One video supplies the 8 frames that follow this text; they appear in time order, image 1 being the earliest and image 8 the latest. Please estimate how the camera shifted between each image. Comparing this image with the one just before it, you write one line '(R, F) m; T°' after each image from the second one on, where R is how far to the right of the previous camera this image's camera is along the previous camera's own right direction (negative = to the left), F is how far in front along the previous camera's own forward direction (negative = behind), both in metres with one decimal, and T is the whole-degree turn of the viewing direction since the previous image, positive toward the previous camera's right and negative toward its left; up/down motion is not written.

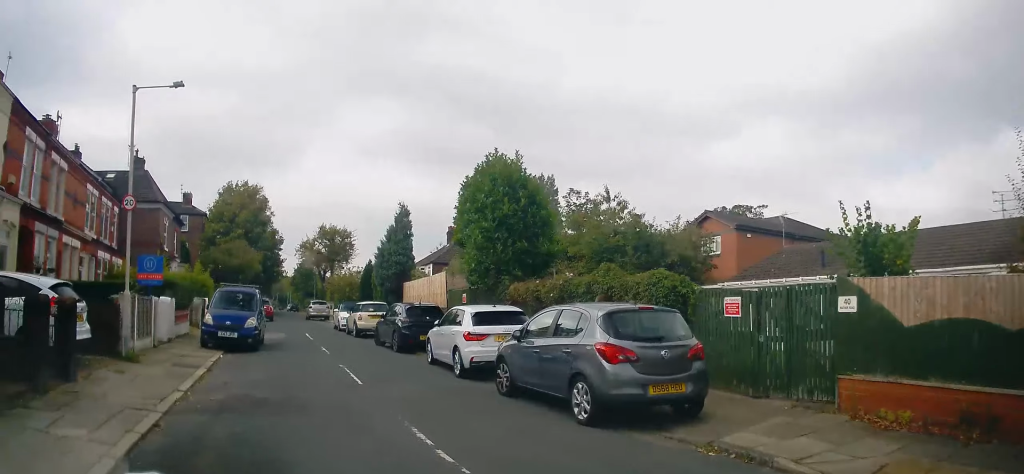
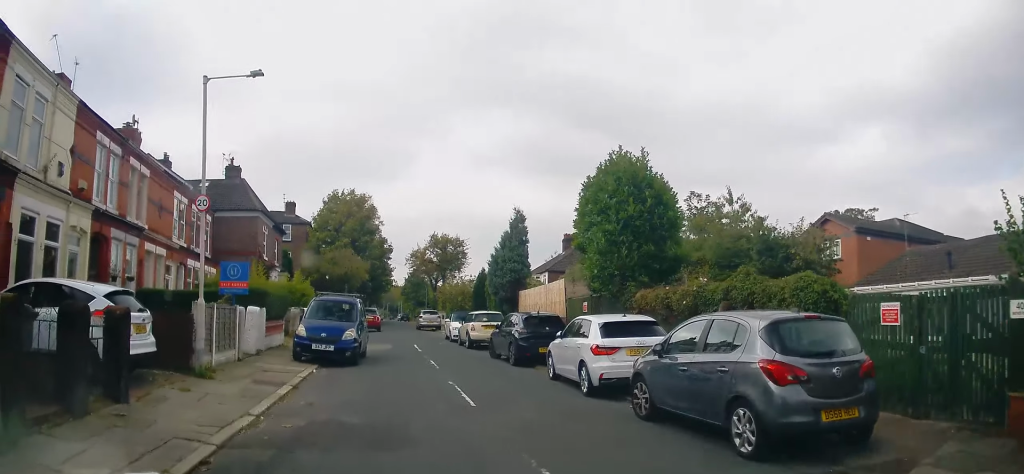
(0.0, +1.1) m; -10°
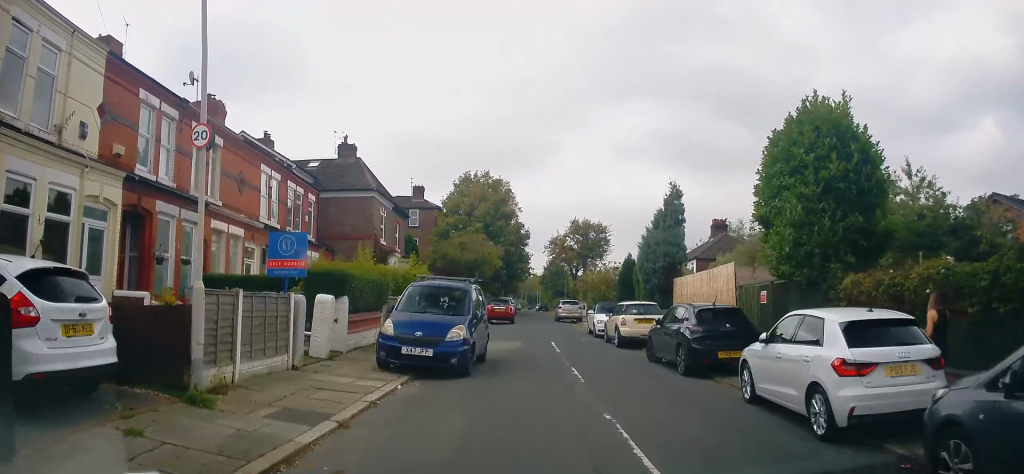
(-0.5, +3.9) m; -5°
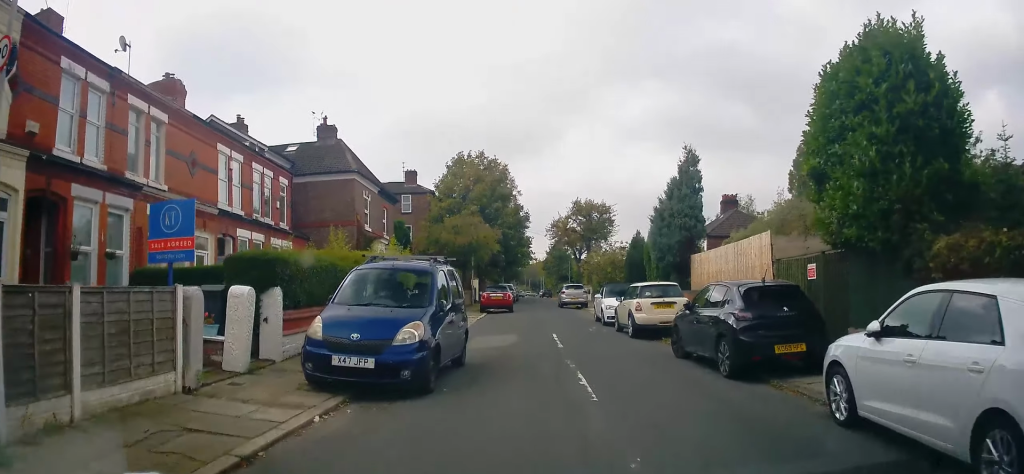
(+0.1, +3.1) m; +2°
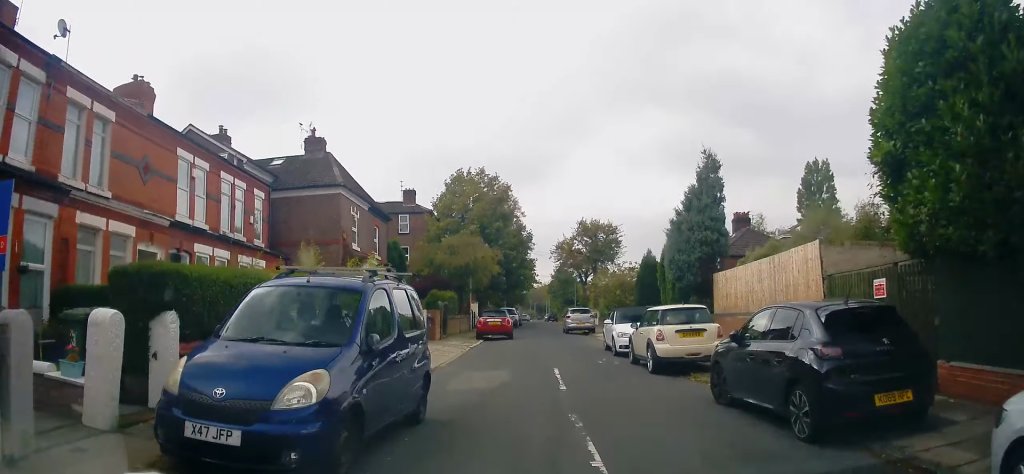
(0.0, +2.9) m; 0°
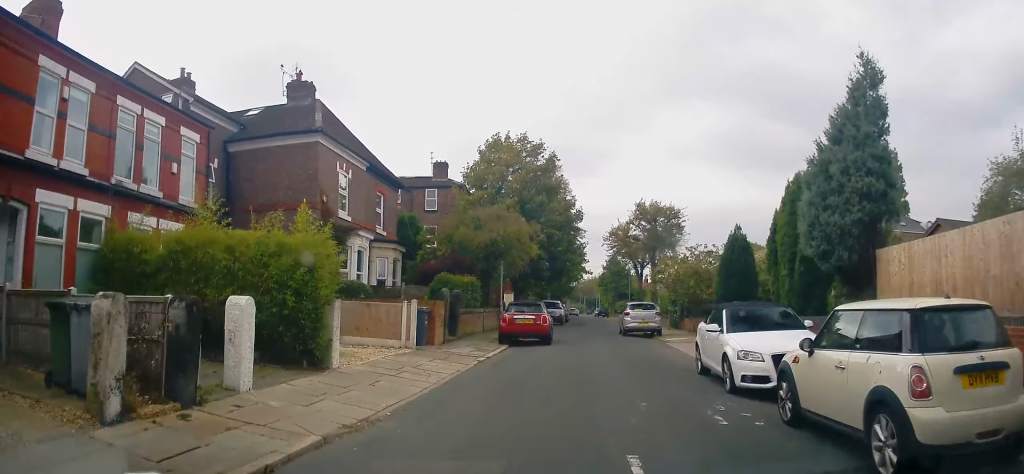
(0.0, +8.2) m; -5°
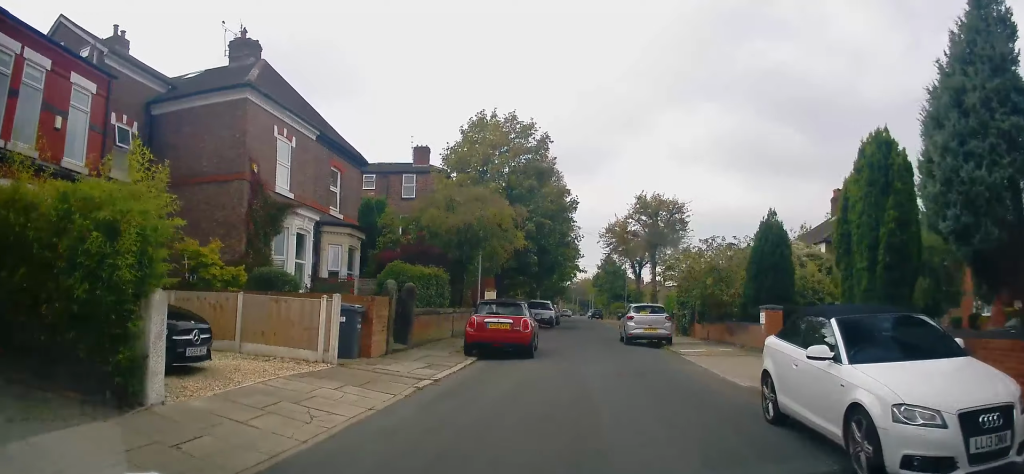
(-0.3, +4.7) m; -3°
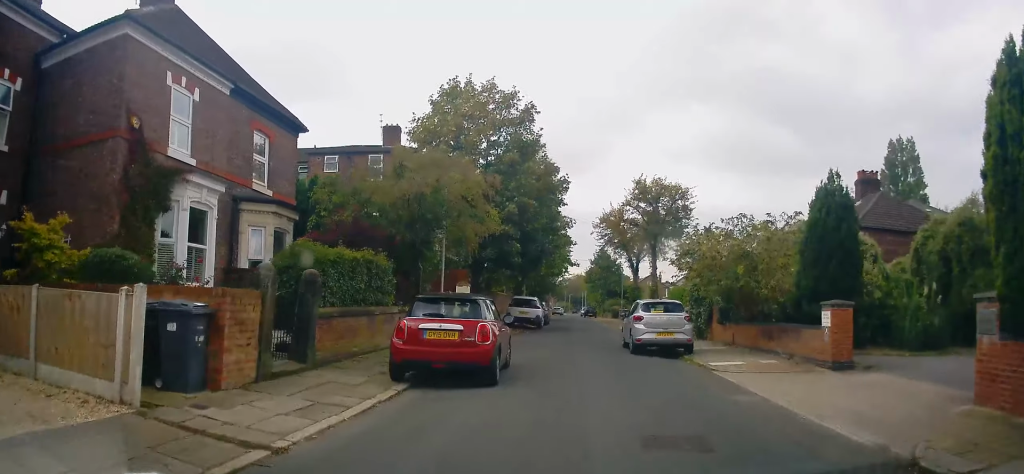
(0.0, +5.1) m; 0°
